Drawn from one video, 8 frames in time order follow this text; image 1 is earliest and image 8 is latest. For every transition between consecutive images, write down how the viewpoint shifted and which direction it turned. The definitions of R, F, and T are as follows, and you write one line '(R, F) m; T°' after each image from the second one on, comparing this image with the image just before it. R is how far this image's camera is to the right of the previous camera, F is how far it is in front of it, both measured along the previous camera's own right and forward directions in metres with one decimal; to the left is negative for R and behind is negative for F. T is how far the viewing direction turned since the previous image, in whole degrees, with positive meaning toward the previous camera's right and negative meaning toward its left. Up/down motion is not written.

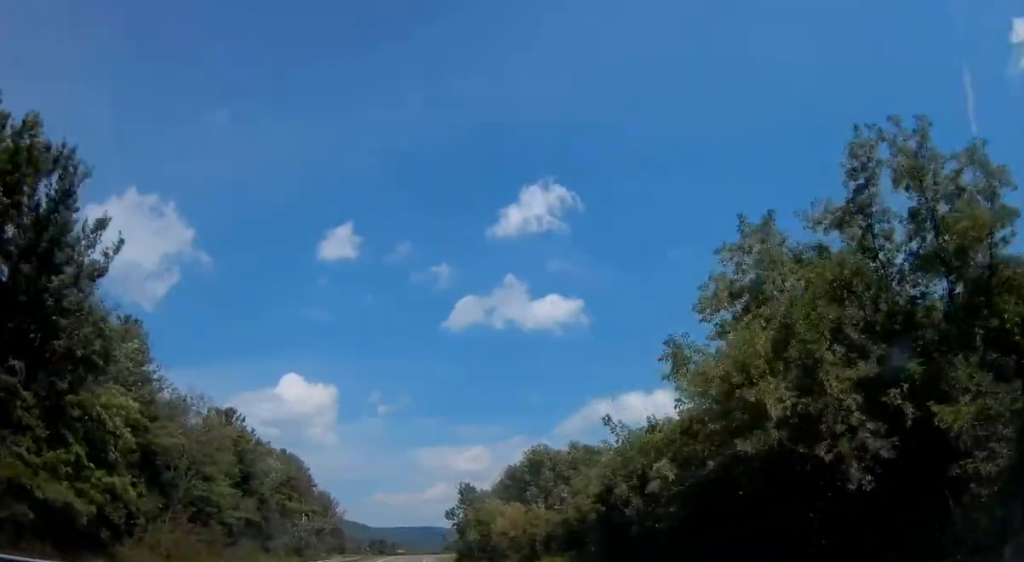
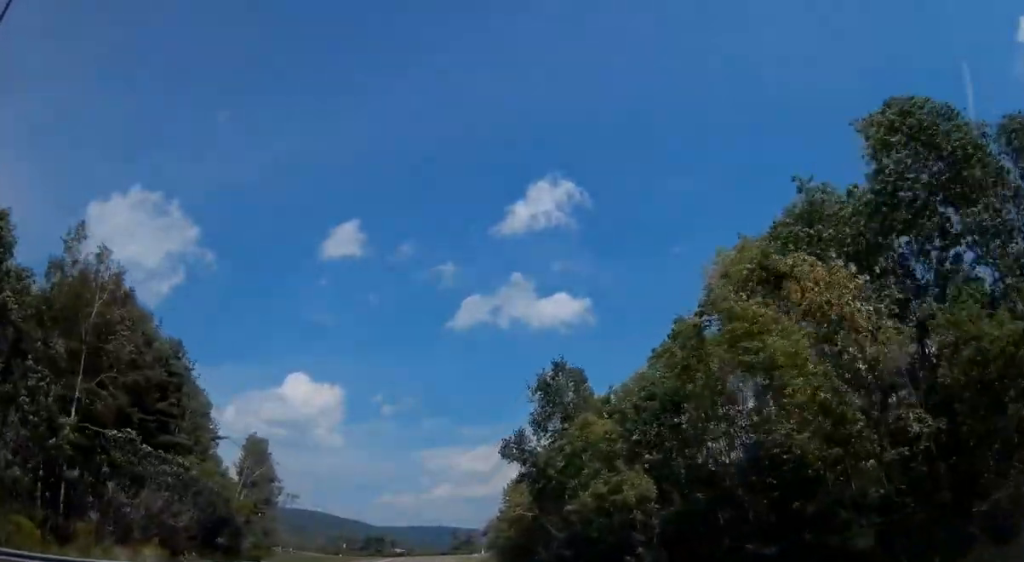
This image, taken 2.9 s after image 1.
(-1.8, +75.2) m; +2°
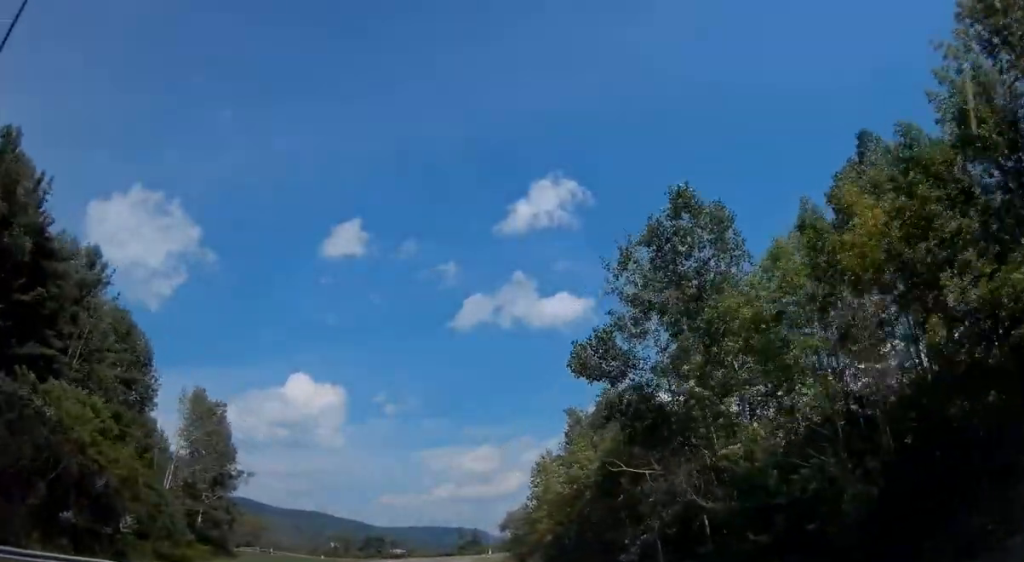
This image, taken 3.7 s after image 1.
(+0.2, +21.8) m; 0°
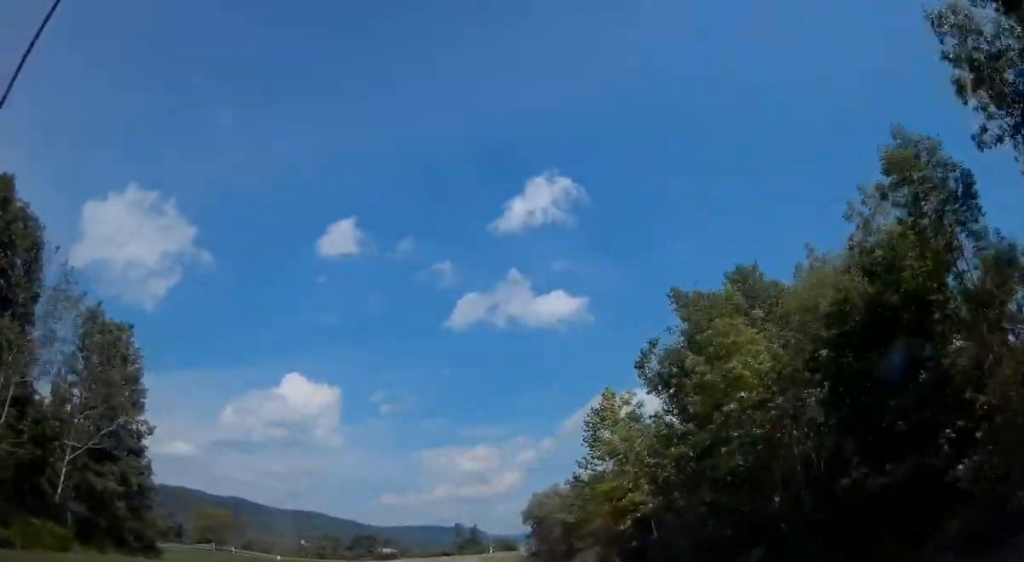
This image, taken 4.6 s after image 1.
(-0.1, +23.4) m; 0°
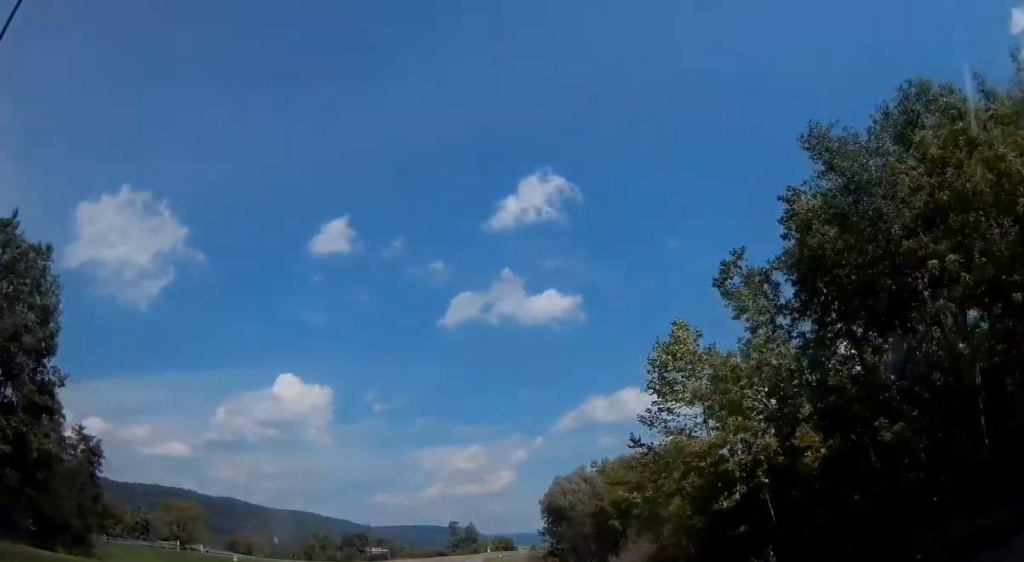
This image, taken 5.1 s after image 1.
(0.0, +13.0) m; 0°
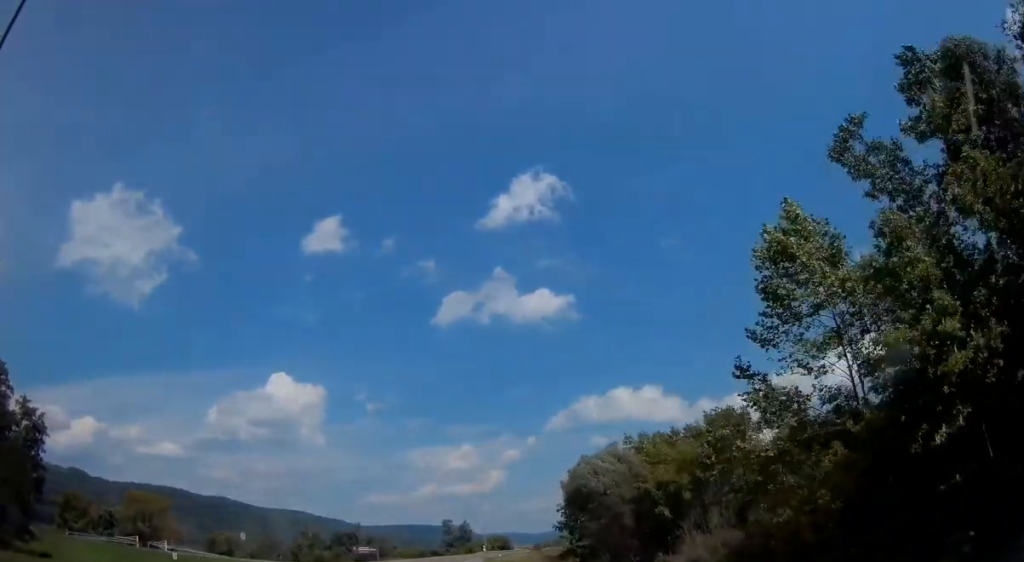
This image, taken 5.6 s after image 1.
(-0.1, +11.3) m; +1°
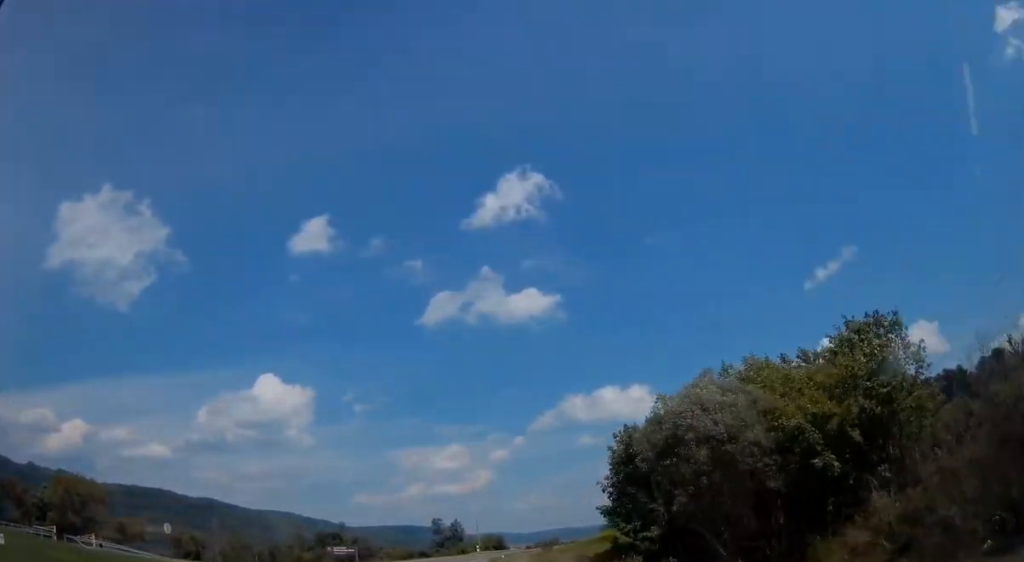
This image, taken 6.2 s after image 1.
(0.0, +17.3) m; +1°
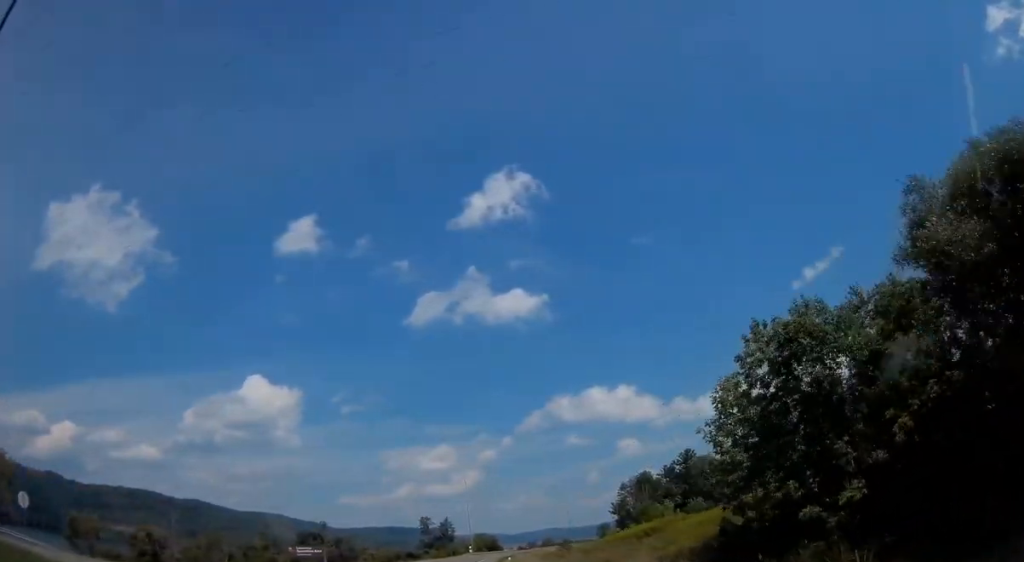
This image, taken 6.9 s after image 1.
(+0.2, +18.1) m; +1°
